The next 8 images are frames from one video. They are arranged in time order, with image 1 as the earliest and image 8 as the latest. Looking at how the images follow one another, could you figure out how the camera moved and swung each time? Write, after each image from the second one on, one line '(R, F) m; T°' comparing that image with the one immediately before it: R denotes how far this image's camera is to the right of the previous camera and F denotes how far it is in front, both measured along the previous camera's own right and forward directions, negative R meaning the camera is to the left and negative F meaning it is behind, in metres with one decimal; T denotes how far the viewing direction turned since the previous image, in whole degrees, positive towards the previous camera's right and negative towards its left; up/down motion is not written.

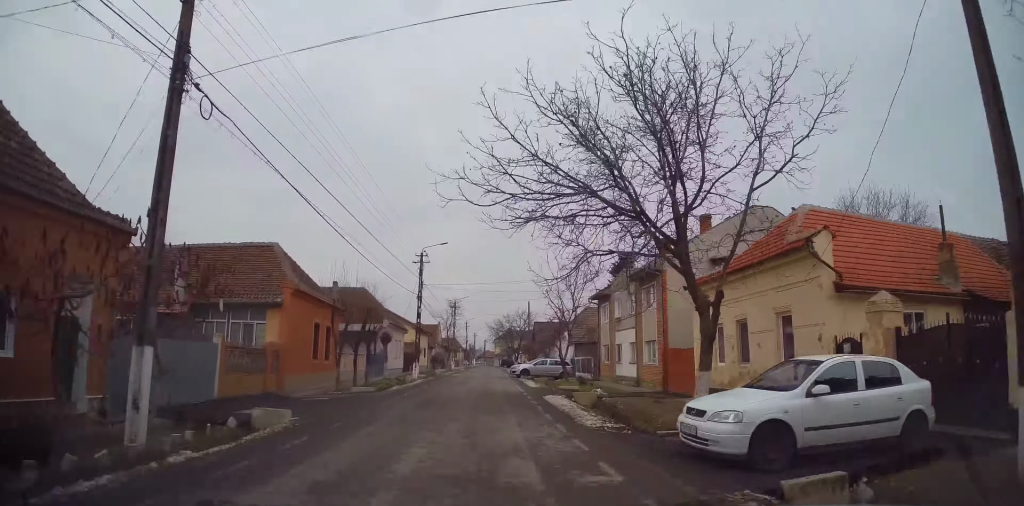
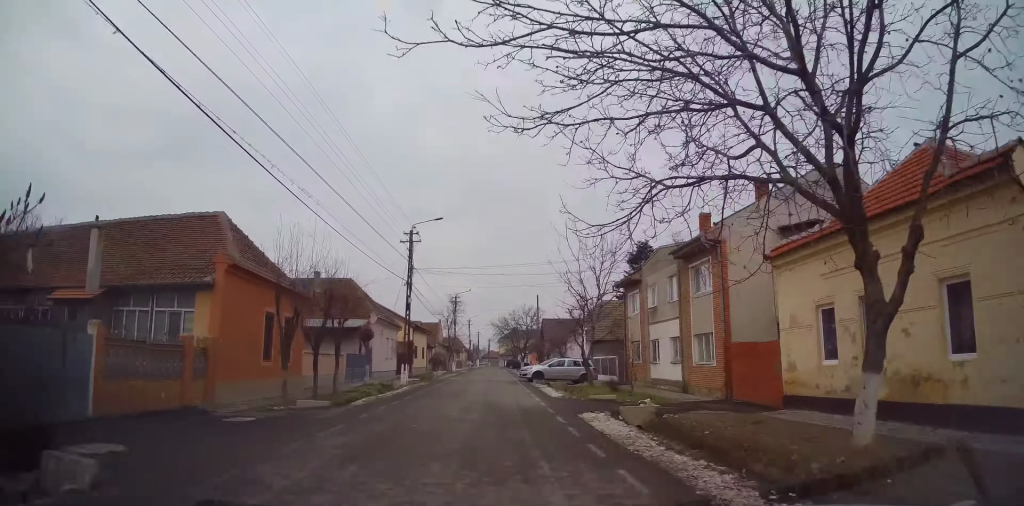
(0.0, +6.2) m; 0°
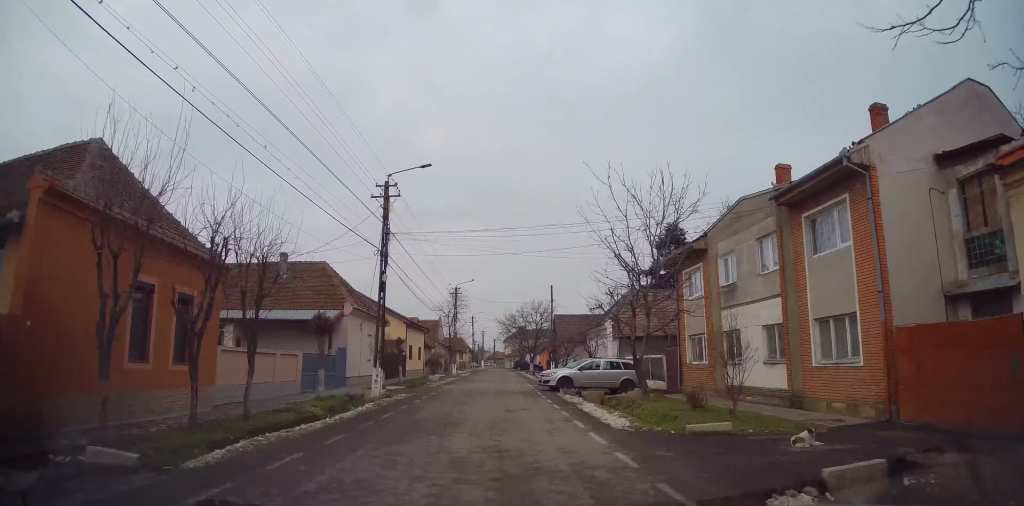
(+0.1, +8.3) m; -1°
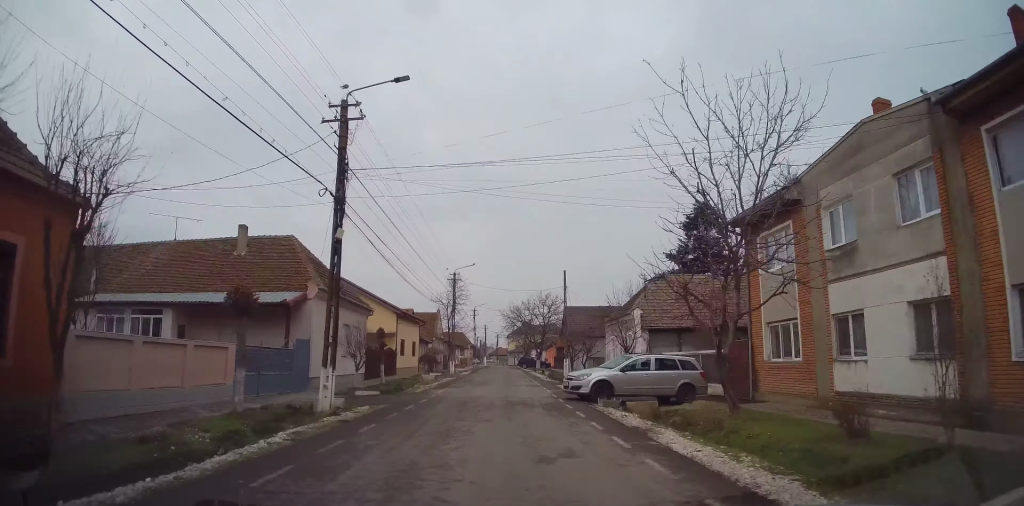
(-0.2, +6.3) m; -1°
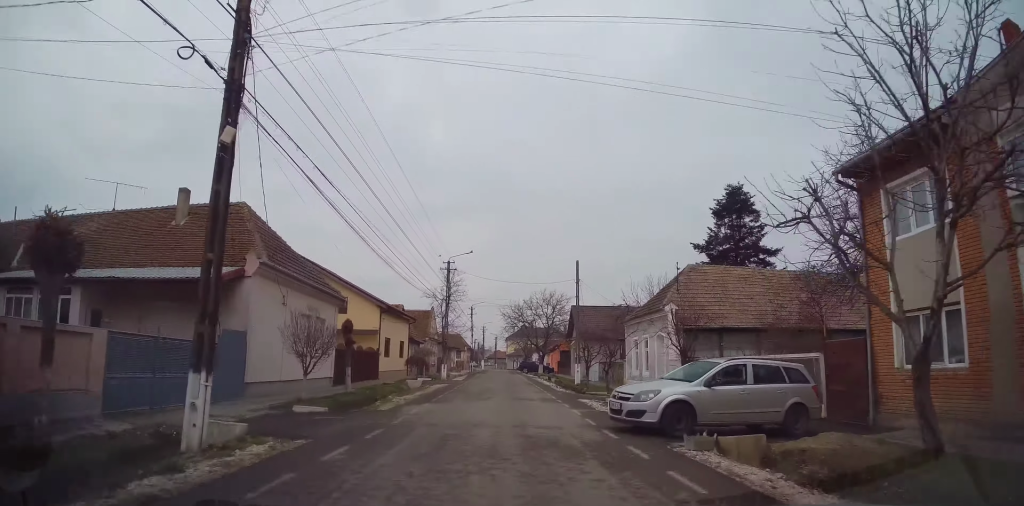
(-0.2, +6.0) m; 0°
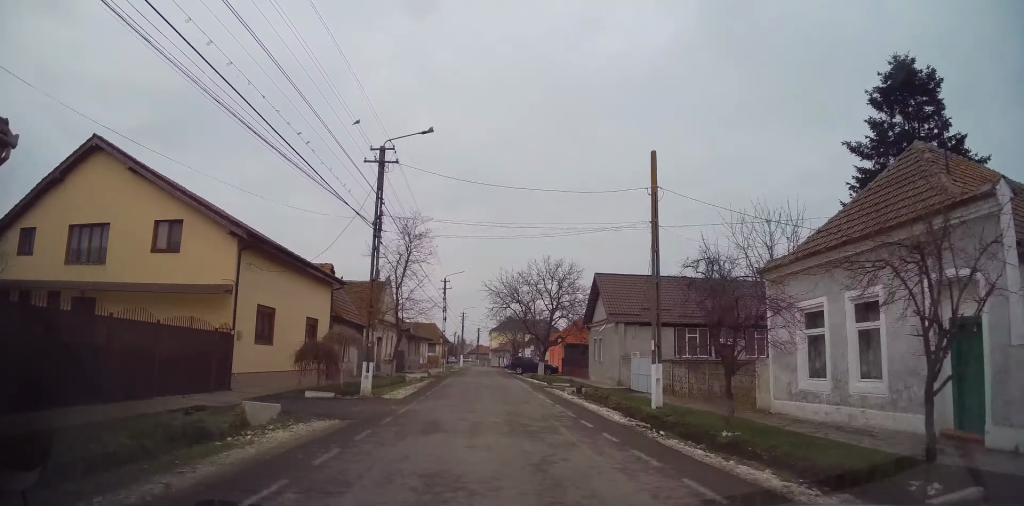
(+1.1, +19.8) m; +3°
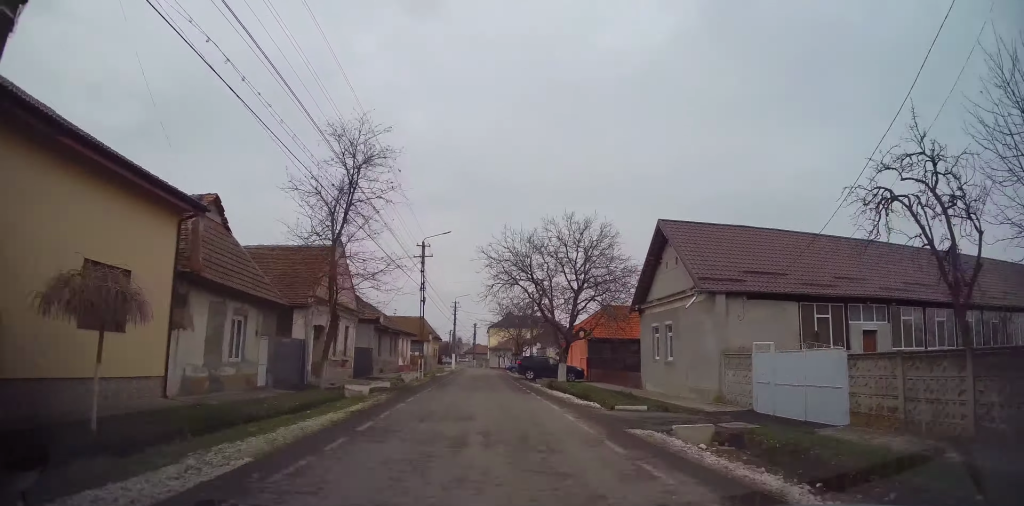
(-0.2, +14.3) m; +1°
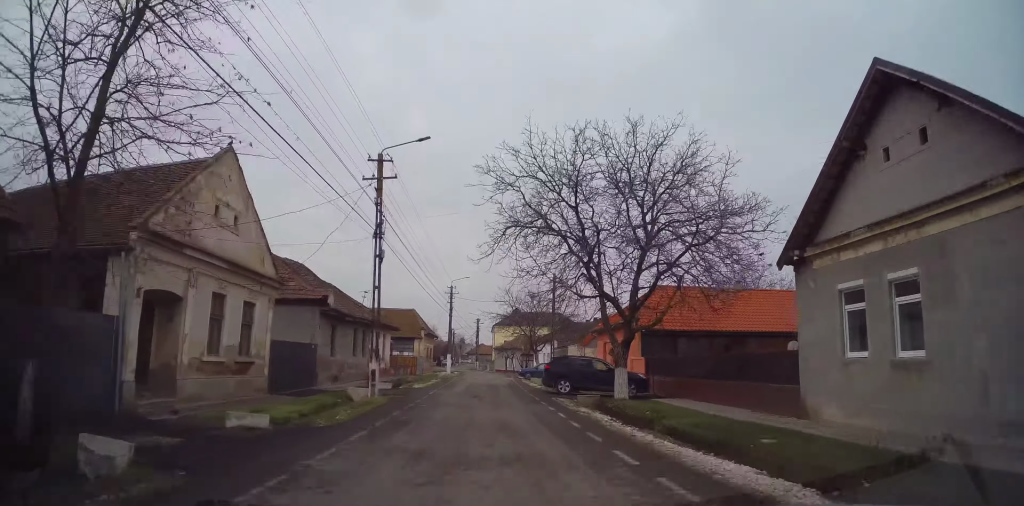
(+0.2, +14.3) m; -1°
